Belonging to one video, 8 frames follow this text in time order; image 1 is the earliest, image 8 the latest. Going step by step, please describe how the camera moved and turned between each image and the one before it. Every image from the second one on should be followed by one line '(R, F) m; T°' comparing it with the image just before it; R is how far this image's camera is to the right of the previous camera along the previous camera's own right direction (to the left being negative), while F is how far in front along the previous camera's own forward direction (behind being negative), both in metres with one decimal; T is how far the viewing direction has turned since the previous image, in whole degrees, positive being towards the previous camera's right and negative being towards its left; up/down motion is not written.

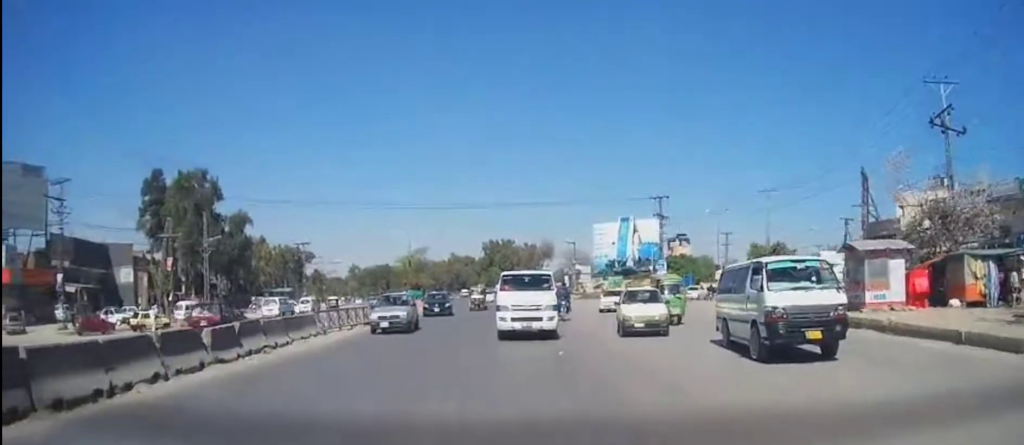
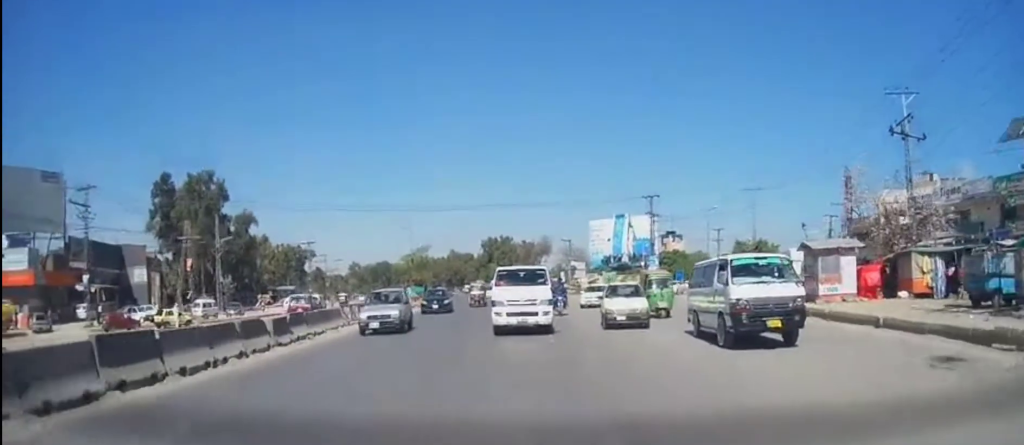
(-0.1, +3.7) m; -1°
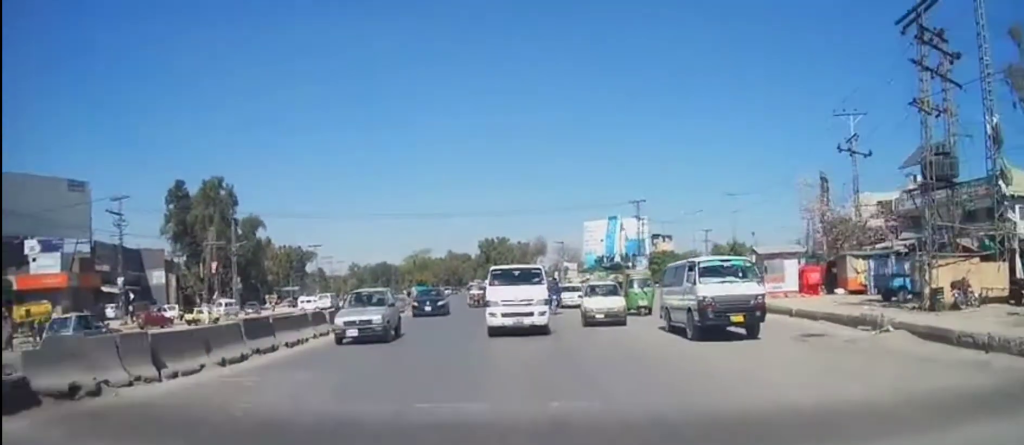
(+0.1, +5.8) m; 0°
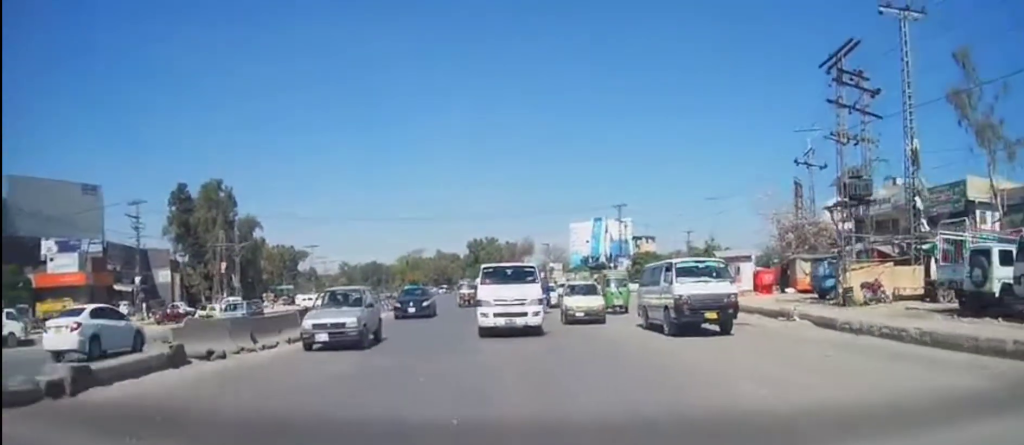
(-0.1, +4.9) m; -1°
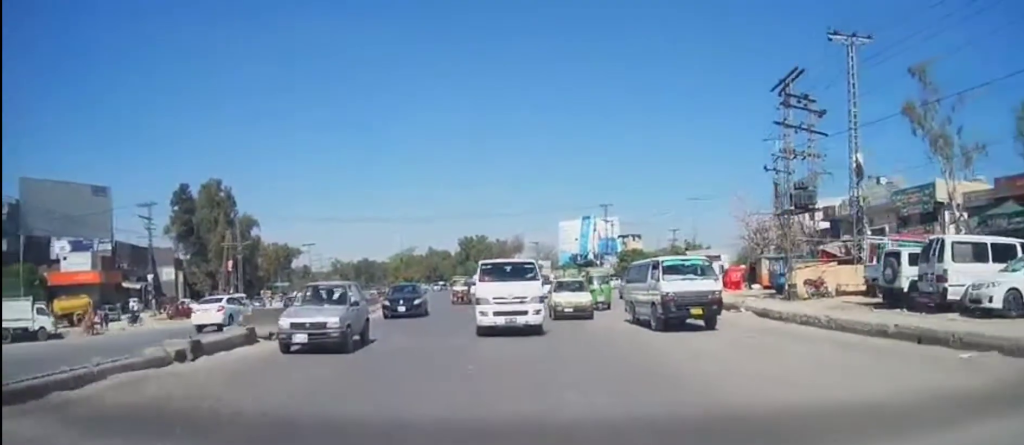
(-0.1, +3.7) m; -1°
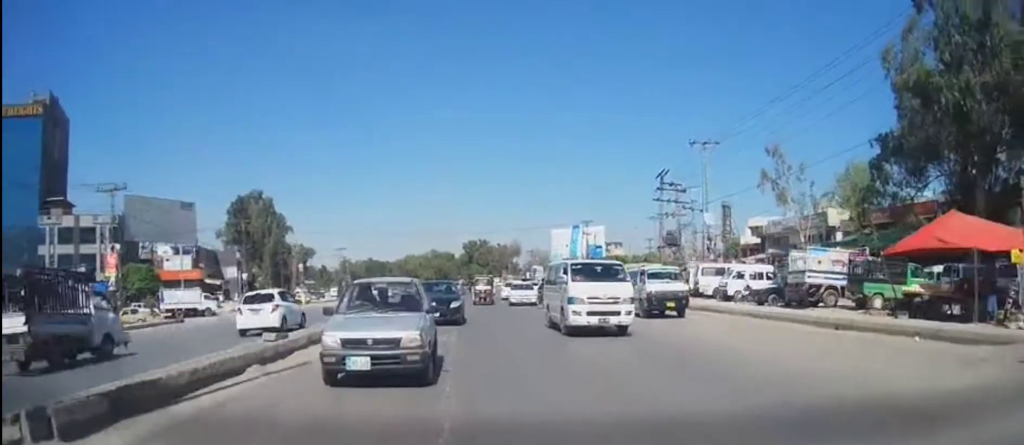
(+1.8, +23.2) m; 0°
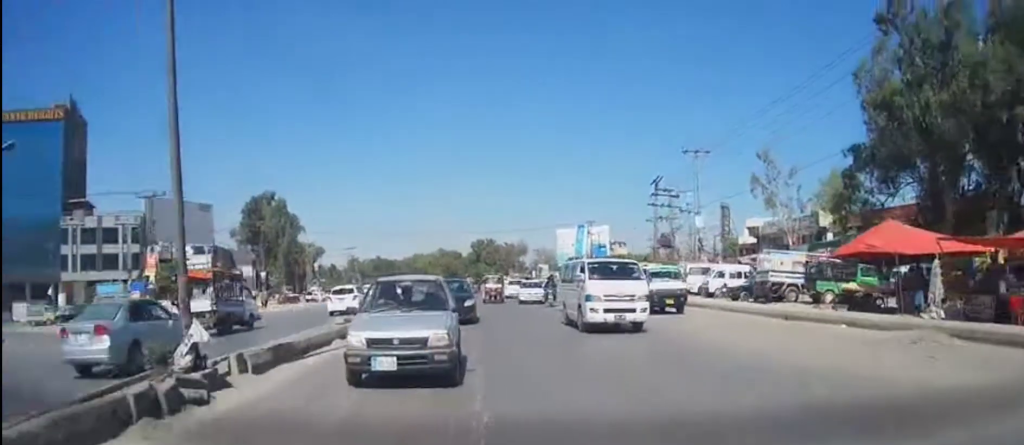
(0.0, +4.4) m; 0°
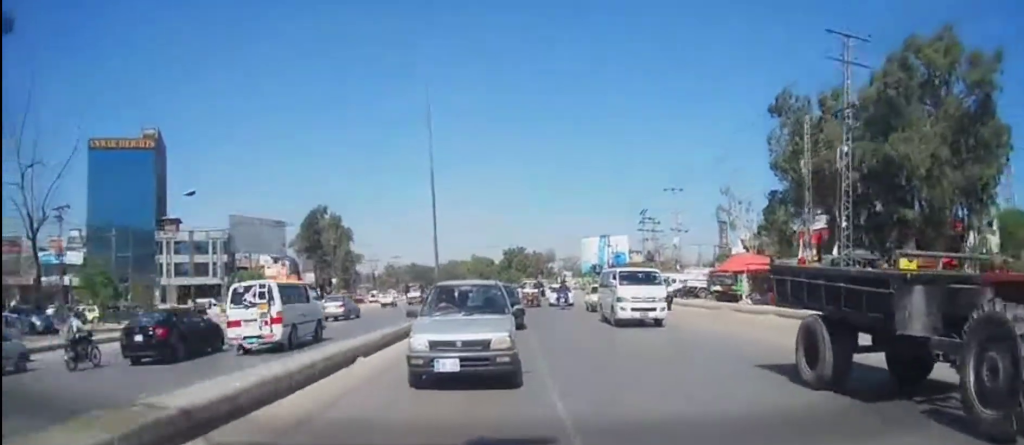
(+0.4, +18.9) m; +2°
